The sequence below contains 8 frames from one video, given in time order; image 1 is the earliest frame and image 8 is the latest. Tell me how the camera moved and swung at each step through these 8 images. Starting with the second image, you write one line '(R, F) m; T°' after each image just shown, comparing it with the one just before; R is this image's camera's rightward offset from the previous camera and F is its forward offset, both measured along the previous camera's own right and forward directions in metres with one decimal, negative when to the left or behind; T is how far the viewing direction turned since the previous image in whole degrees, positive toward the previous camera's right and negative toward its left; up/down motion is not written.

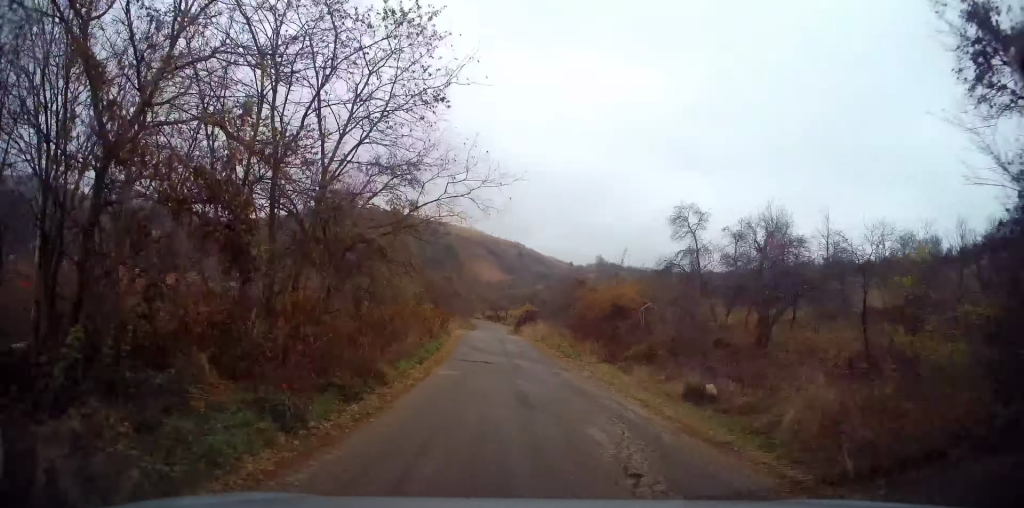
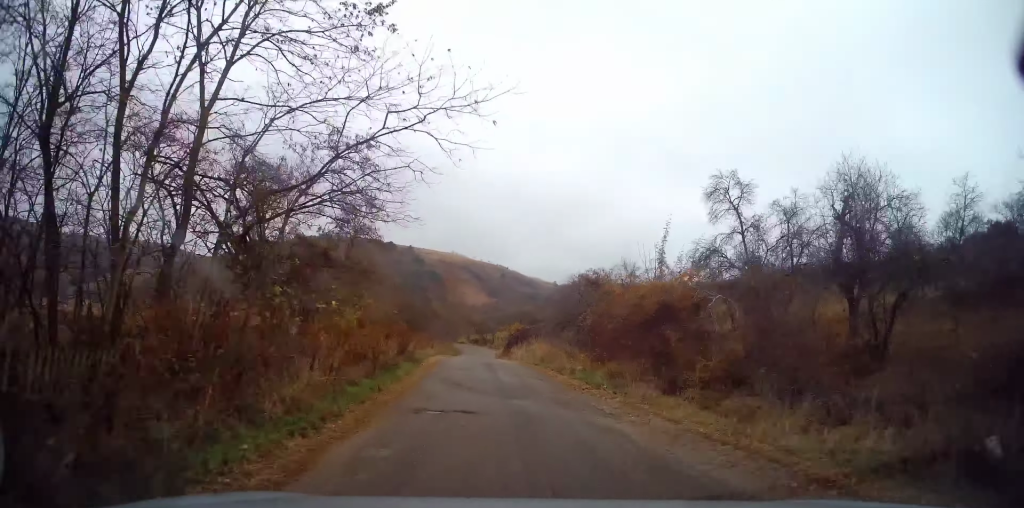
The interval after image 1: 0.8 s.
(0.0, +8.4) m; +1°
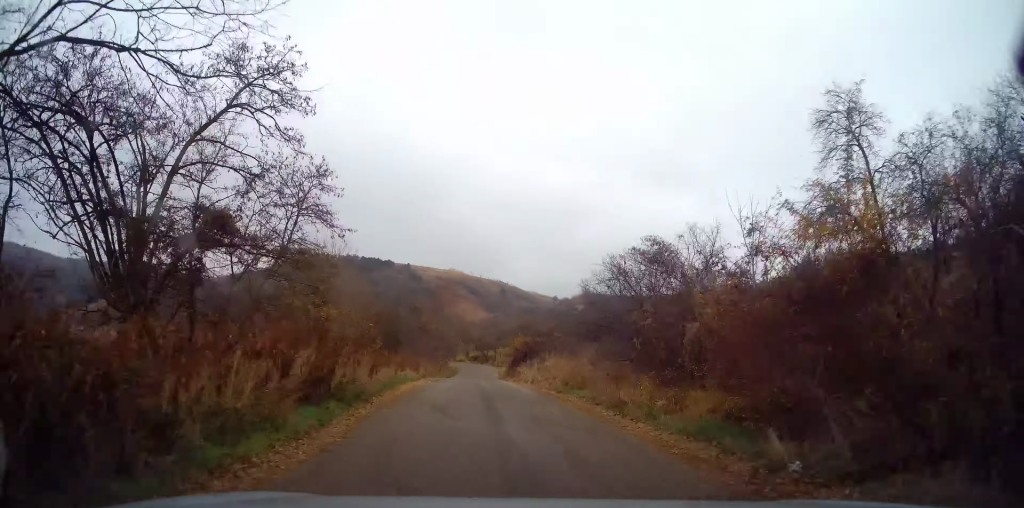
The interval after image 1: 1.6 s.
(+0.4, +9.1) m; 0°
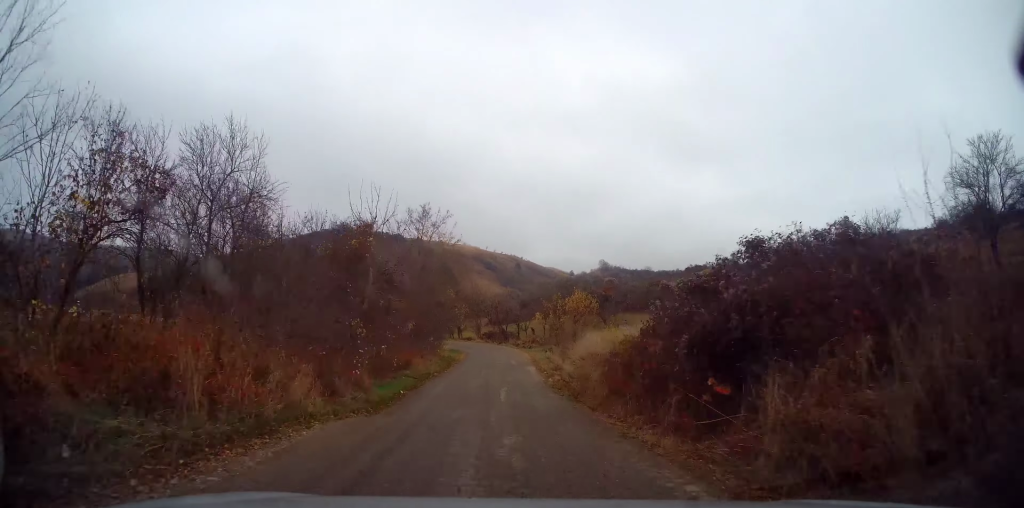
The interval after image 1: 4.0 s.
(-0.2, +27.9) m; 0°
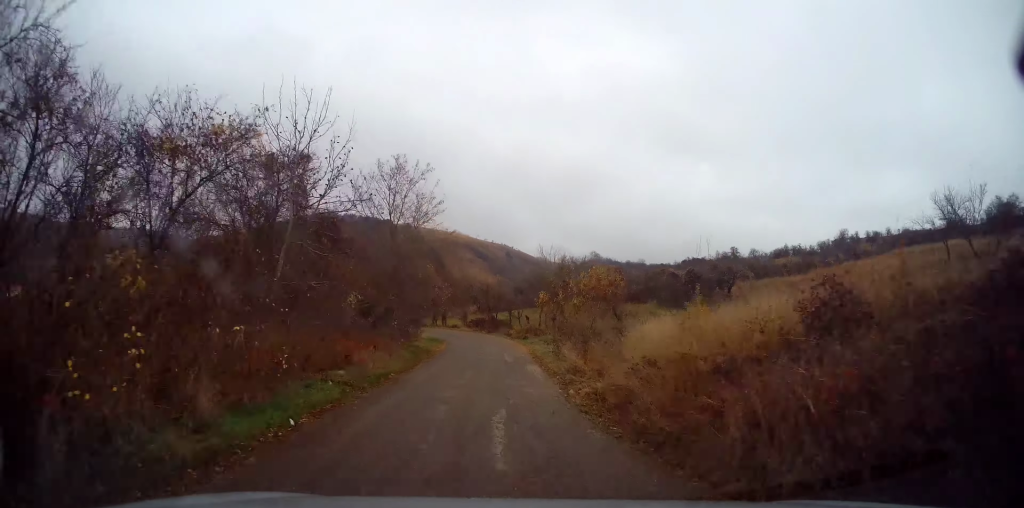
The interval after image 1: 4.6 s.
(-0.2, +7.4) m; 0°
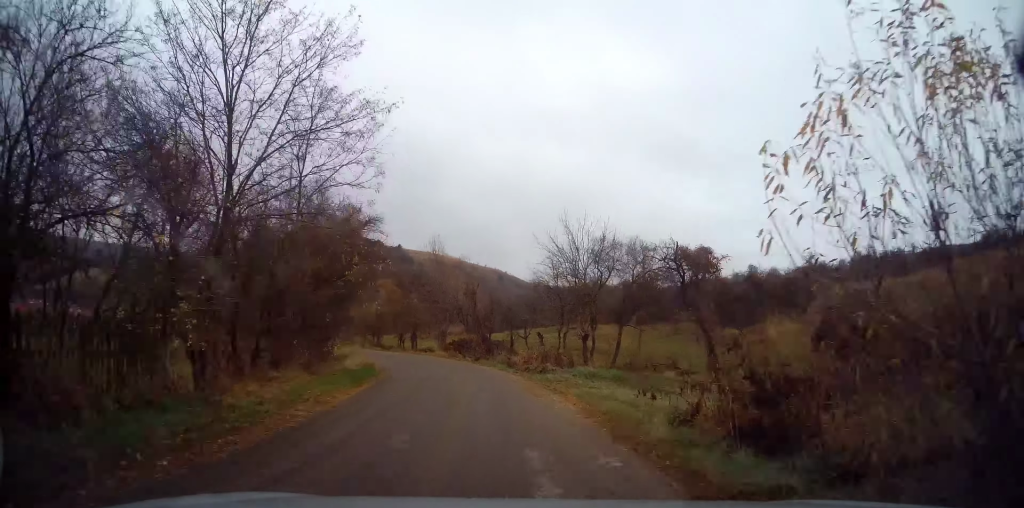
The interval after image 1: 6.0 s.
(+0.2, +18.0) m; -1°
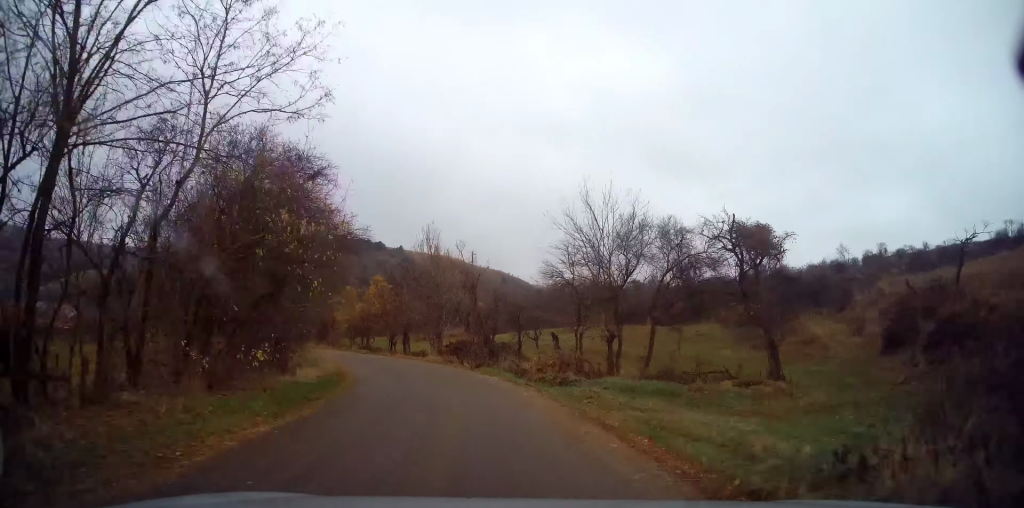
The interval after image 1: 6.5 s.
(0.0, +5.2) m; -1°
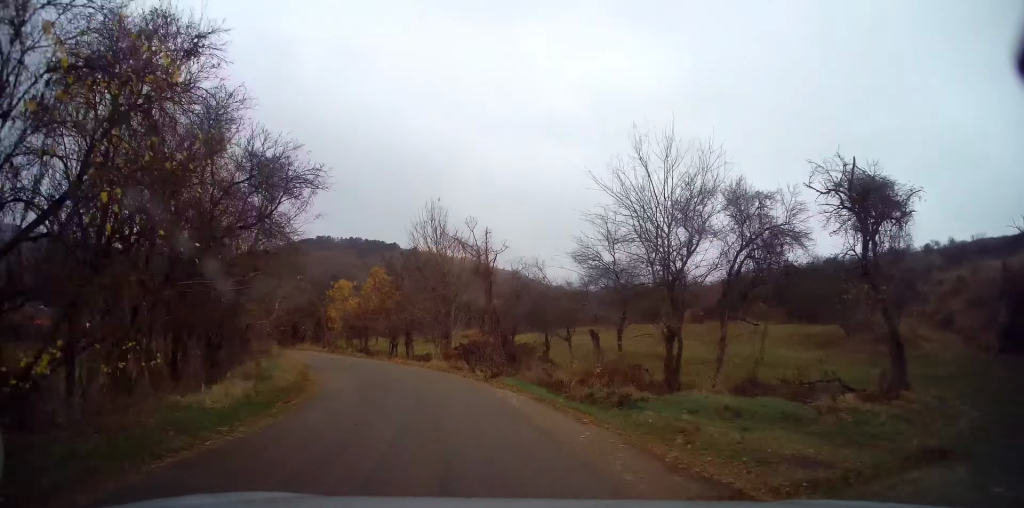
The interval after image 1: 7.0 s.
(-0.1, +5.9) m; -3°
